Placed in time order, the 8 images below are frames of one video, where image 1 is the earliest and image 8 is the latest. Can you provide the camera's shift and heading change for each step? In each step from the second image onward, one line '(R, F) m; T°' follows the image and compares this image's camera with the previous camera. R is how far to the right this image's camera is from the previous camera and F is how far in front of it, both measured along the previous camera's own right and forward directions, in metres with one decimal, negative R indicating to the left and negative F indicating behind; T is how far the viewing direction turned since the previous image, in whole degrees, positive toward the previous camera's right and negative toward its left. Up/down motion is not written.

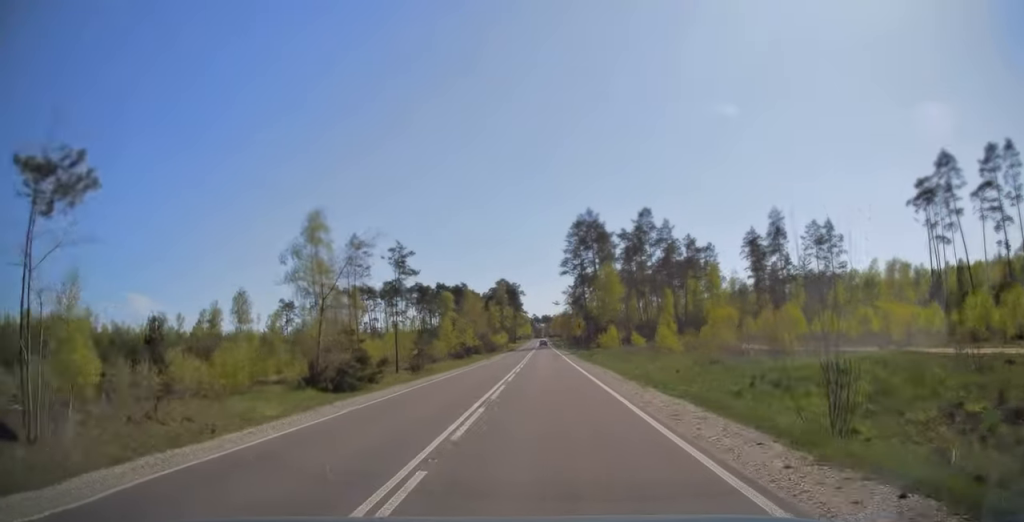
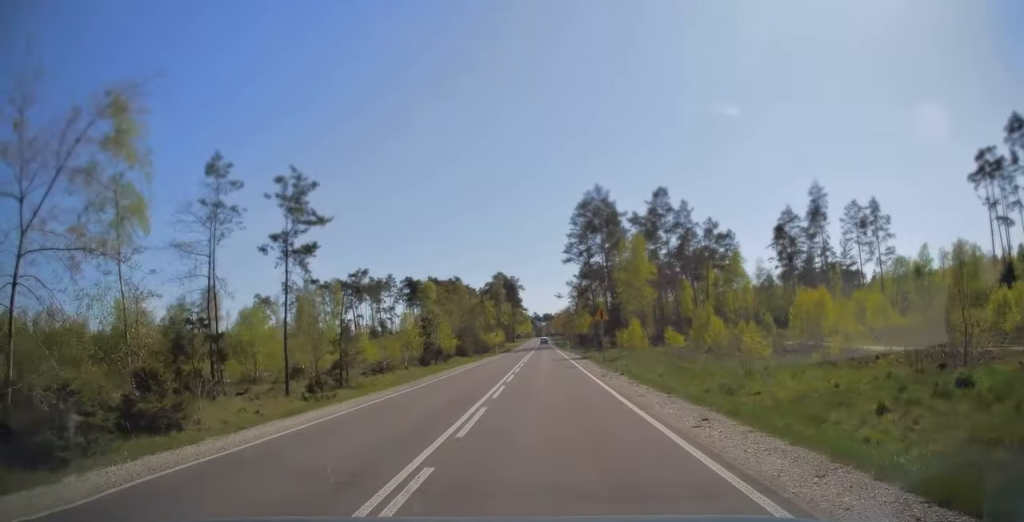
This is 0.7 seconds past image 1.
(-0.1, +17.8) m; 0°
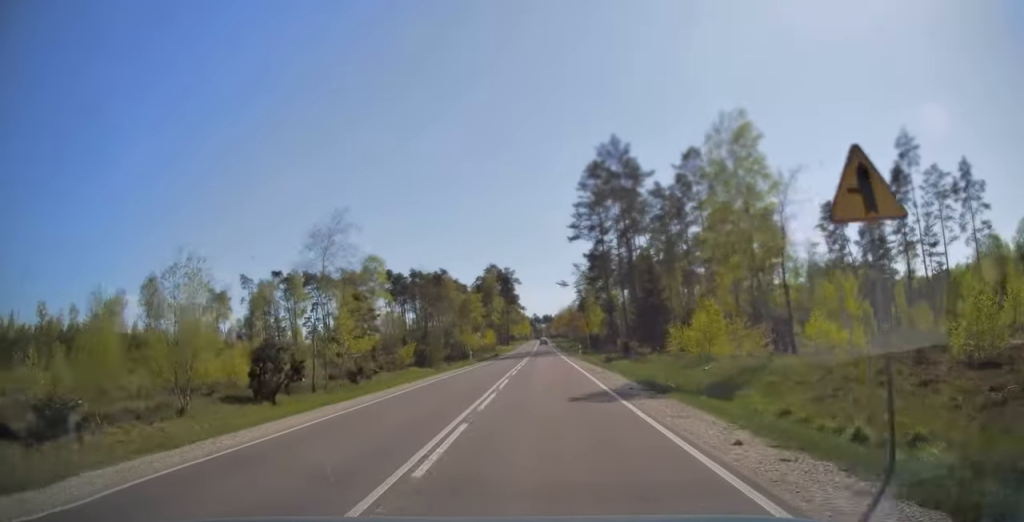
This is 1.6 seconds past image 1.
(+0.2, +26.1) m; 0°
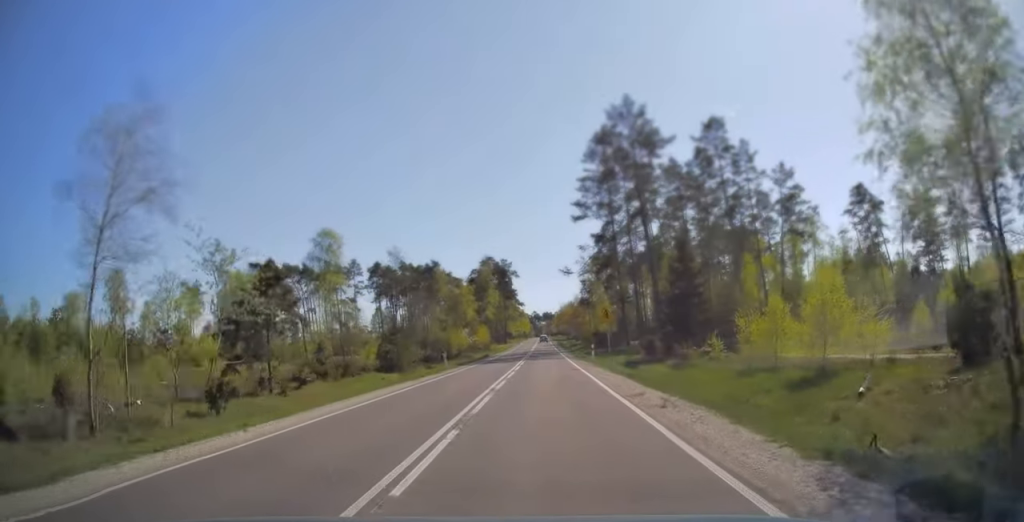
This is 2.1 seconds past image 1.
(0.0, +12.5) m; 0°
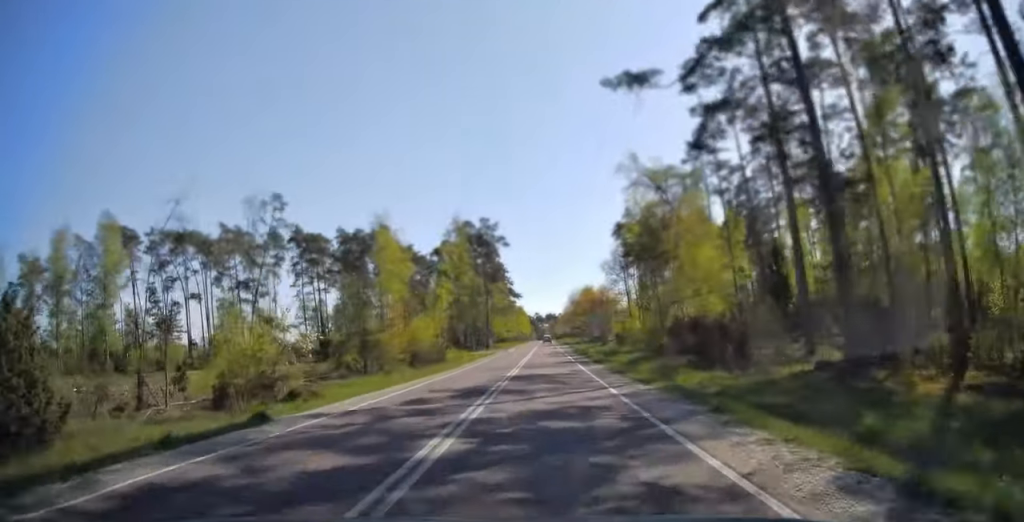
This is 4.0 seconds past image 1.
(-0.2, +52.2) m; 0°
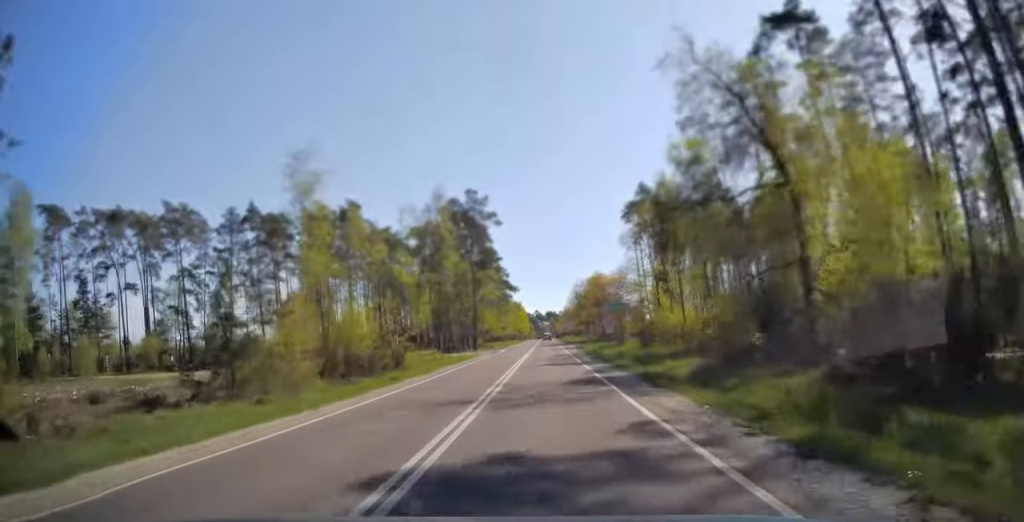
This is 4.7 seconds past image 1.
(0.0, +17.0) m; 0°
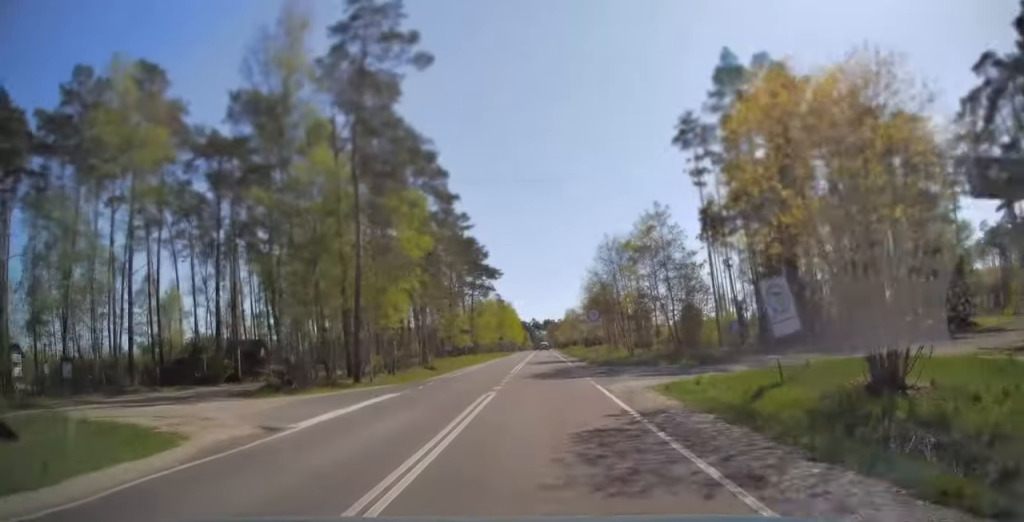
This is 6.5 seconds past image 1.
(-0.1, +49.7) m; 0°
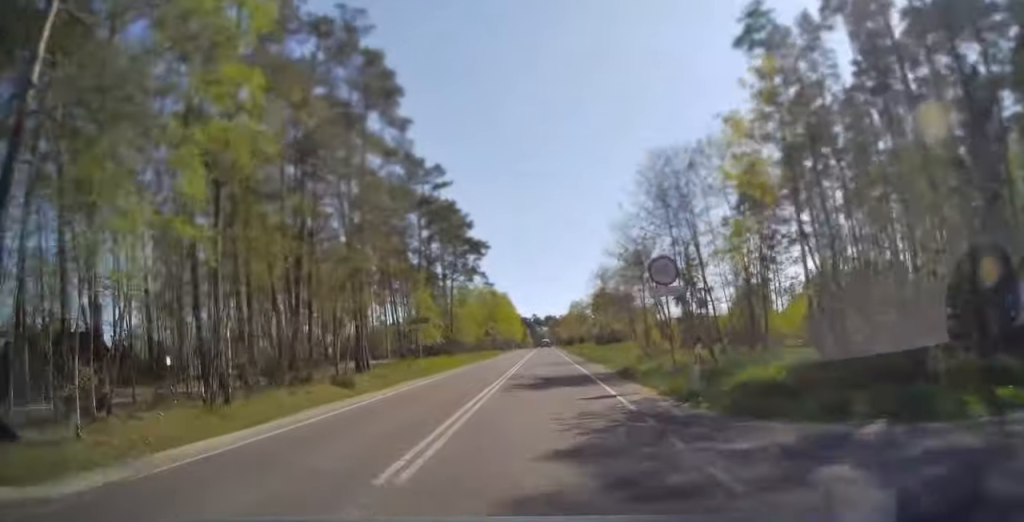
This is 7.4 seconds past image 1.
(+0.1, +22.6) m; 0°
